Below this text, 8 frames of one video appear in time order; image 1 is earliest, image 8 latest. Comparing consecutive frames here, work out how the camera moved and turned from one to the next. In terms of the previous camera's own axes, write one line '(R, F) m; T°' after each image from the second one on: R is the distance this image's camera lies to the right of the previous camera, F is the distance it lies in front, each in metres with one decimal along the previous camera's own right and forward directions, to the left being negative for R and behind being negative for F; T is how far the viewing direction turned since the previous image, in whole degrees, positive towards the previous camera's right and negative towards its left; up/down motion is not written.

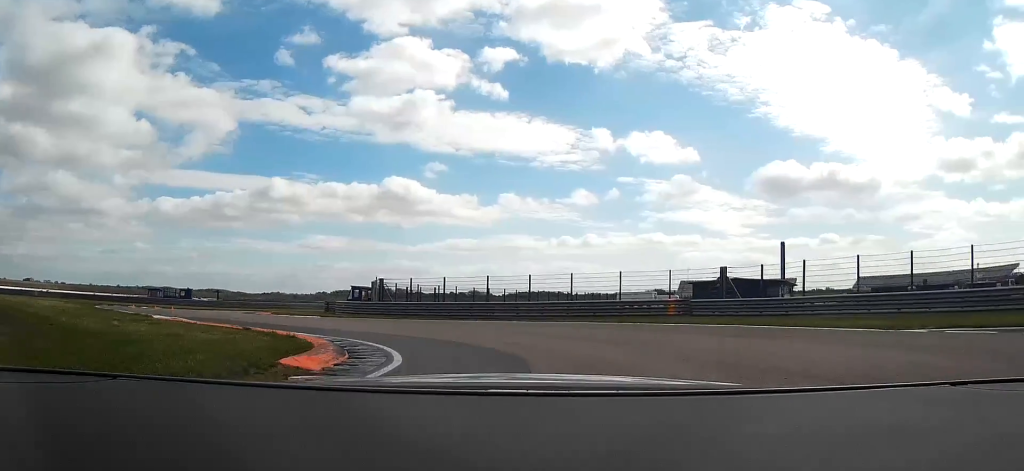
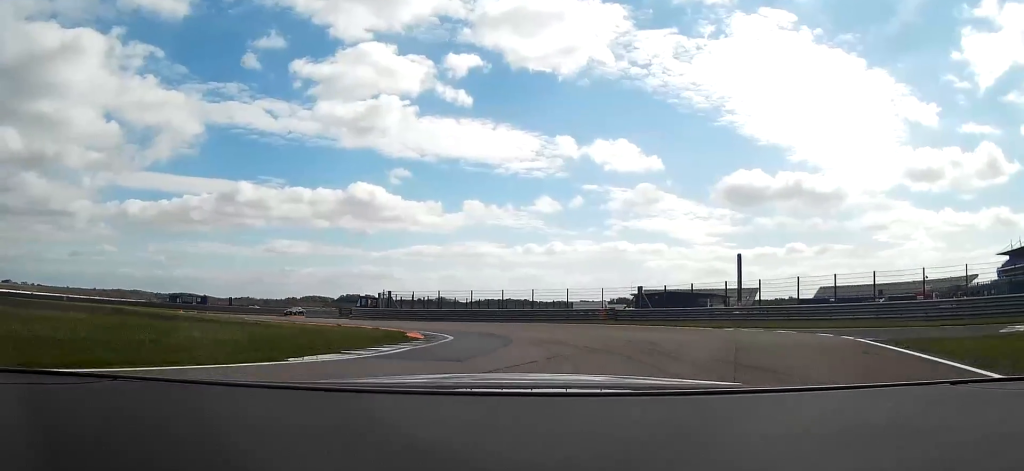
(+1.1, +13.8) m; +4°
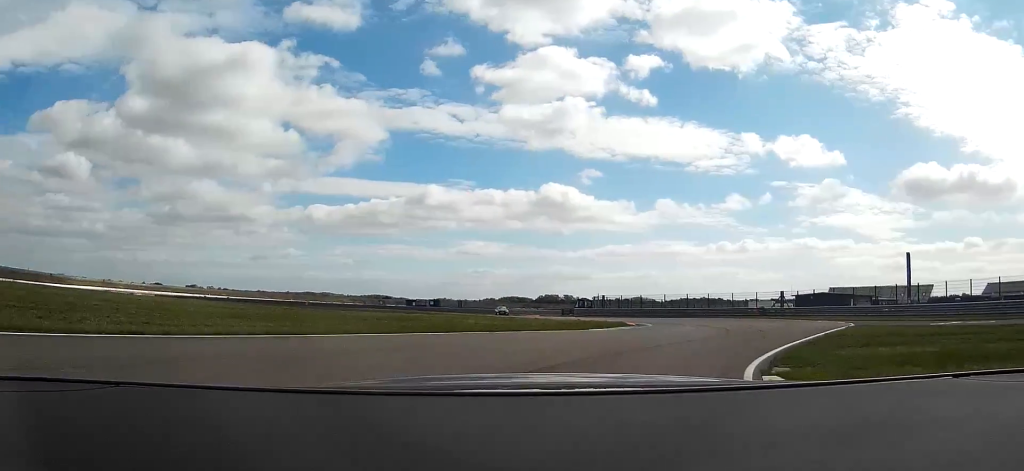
(0.0, +18.6) m; -13°
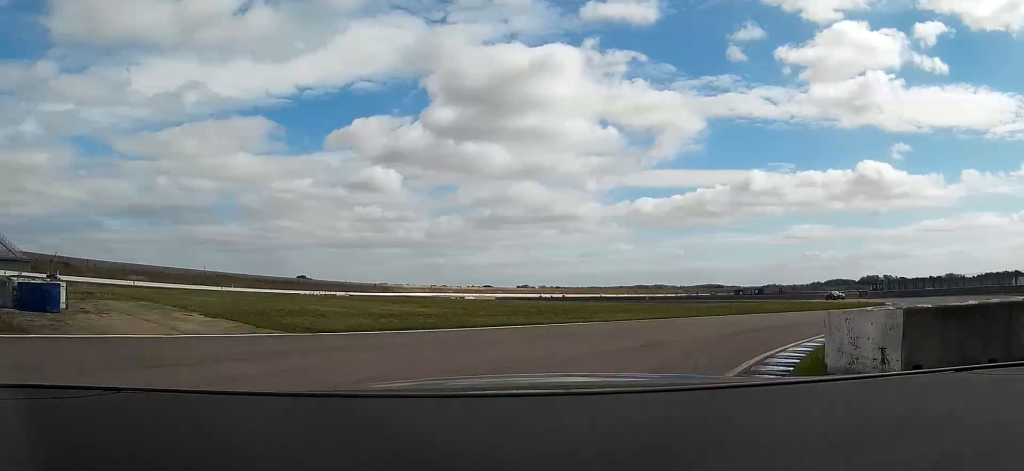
(-3.4, +15.4) m; -27°
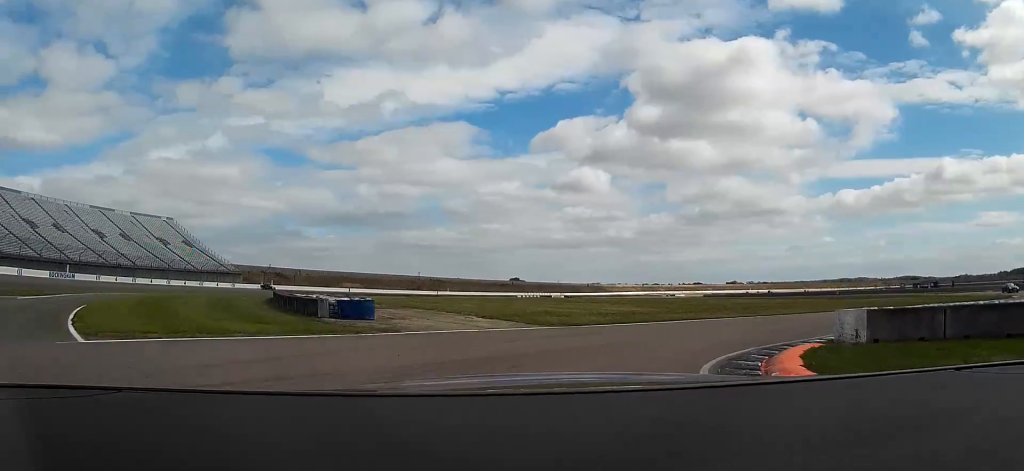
(-1.7, +10.3) m; -17°
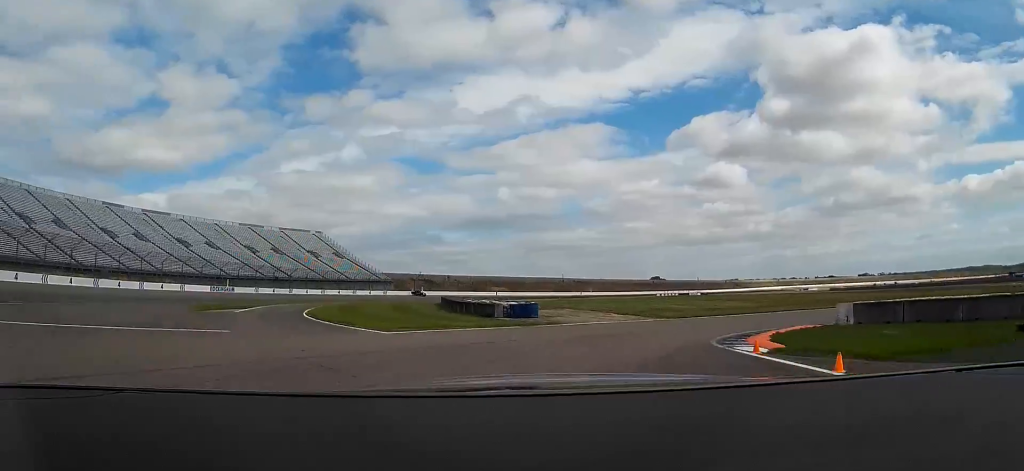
(-1.1, +11.6) m; -15°
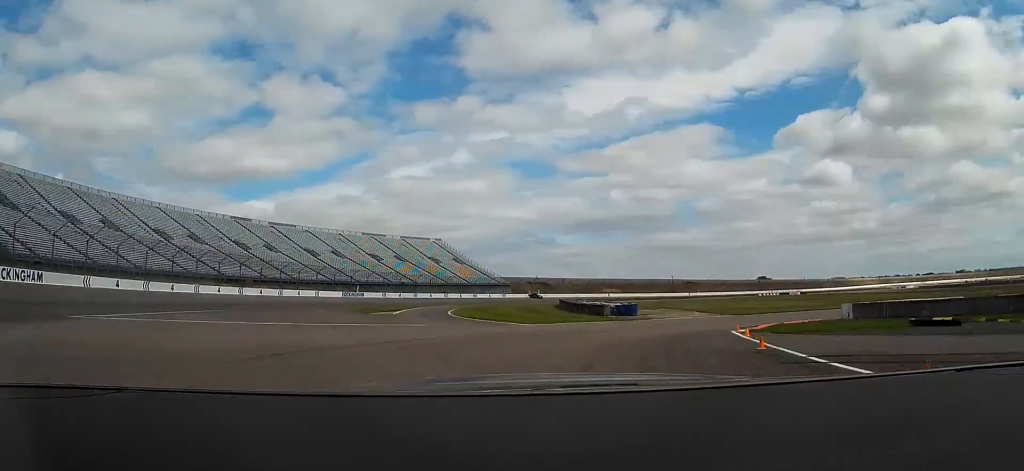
(-2.2, +12.9) m; -11°
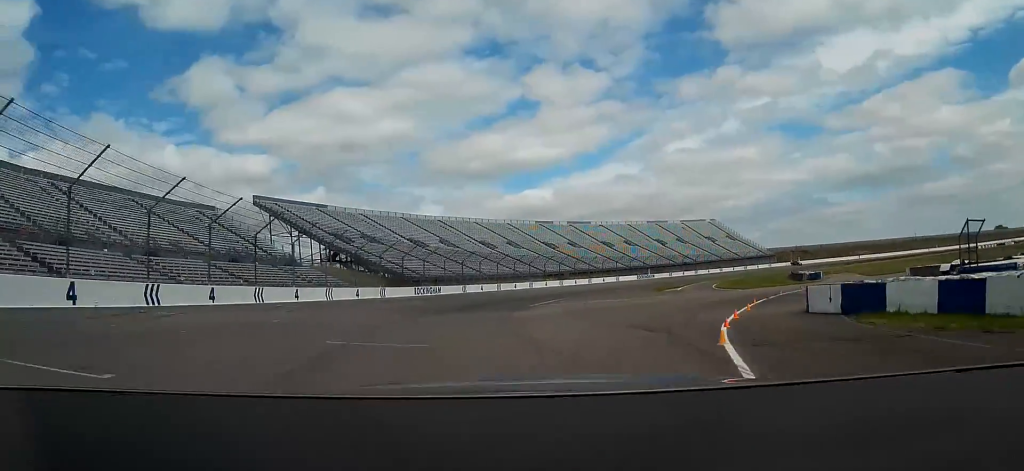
(-8.3, +36.2) m; -24°
